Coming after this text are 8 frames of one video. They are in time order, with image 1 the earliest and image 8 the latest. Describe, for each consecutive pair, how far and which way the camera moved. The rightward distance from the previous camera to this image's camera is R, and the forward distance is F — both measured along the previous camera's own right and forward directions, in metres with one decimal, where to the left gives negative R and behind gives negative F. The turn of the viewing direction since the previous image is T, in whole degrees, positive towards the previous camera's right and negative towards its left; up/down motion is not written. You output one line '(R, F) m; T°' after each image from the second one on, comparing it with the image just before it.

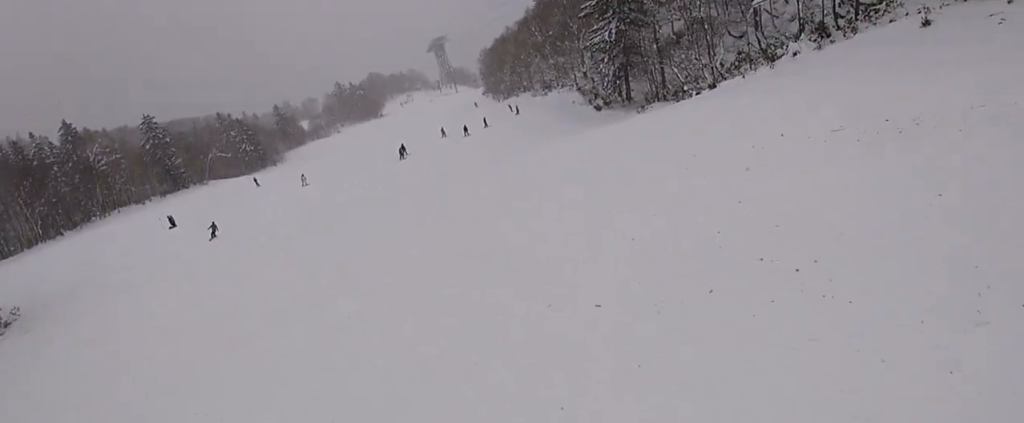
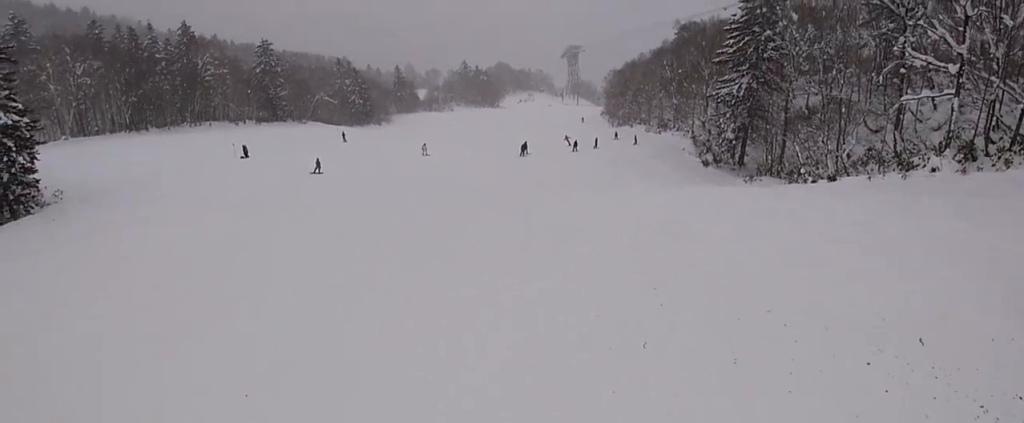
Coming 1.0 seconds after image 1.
(0.0, +4.9) m; -15°
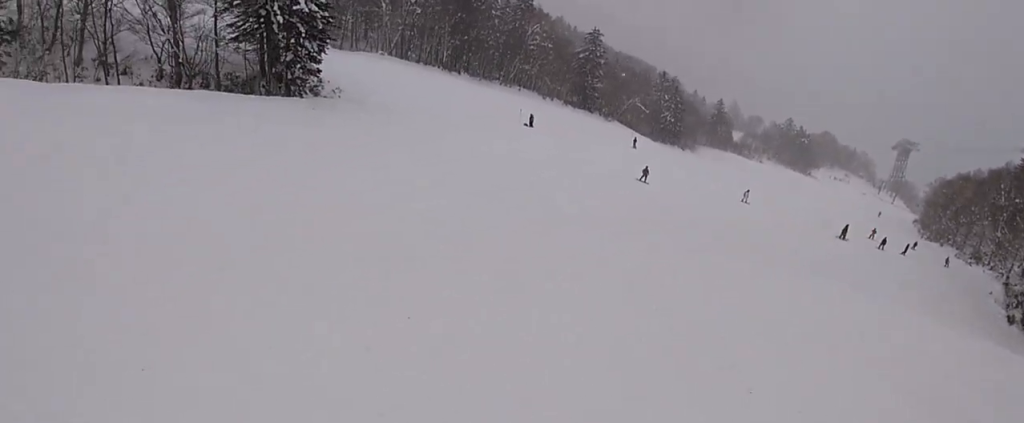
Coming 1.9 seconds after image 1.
(-1.2, +4.6) m; -16°
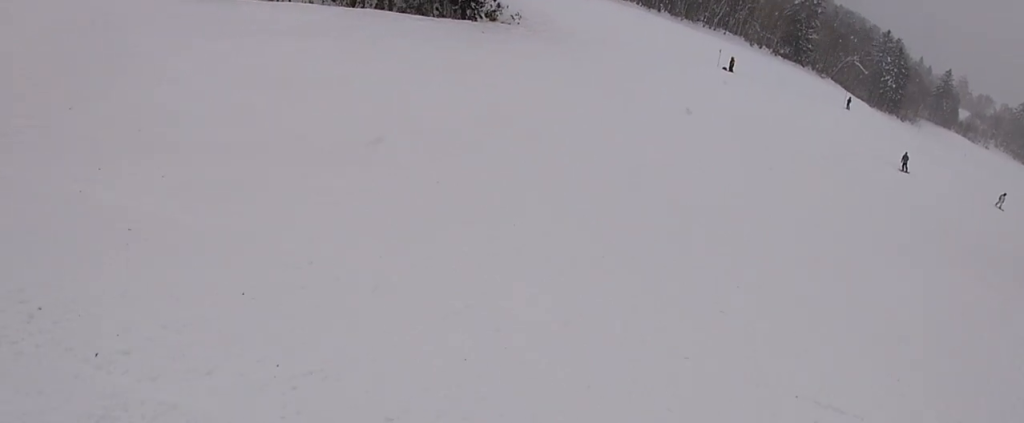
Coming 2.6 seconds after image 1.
(-0.1, +3.8) m; -1°
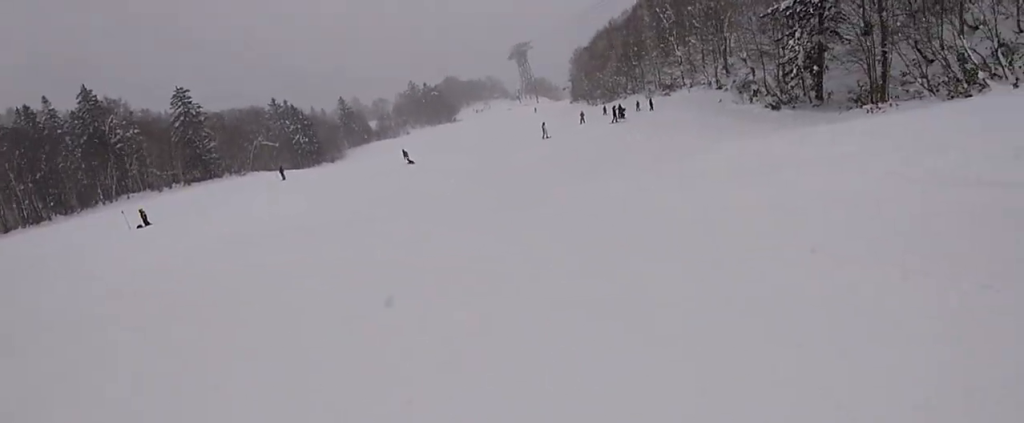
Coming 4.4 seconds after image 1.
(+1.6, +10.0) m; +15°
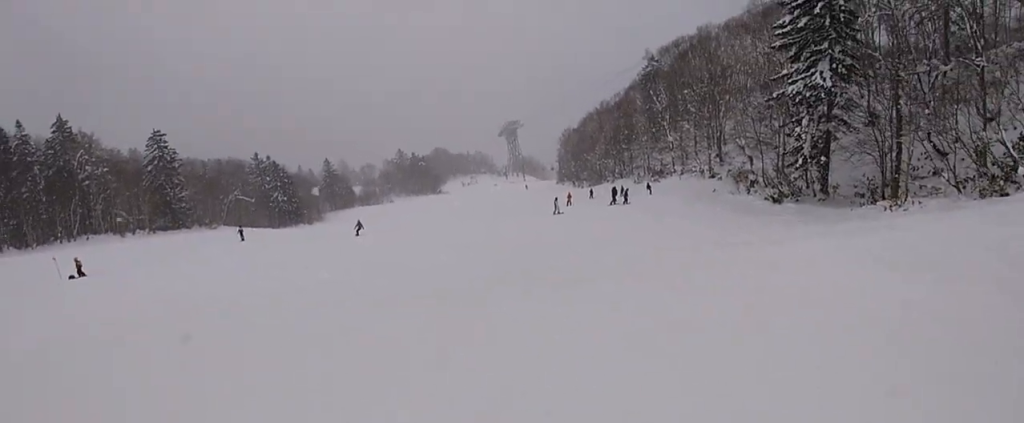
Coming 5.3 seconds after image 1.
(0.0, +5.6) m; -2°
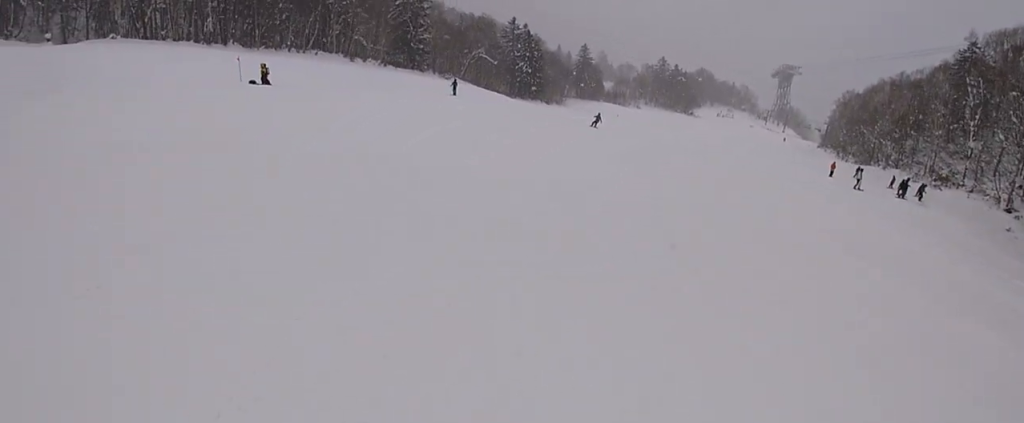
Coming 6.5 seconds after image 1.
(-0.2, +8.3) m; -10°
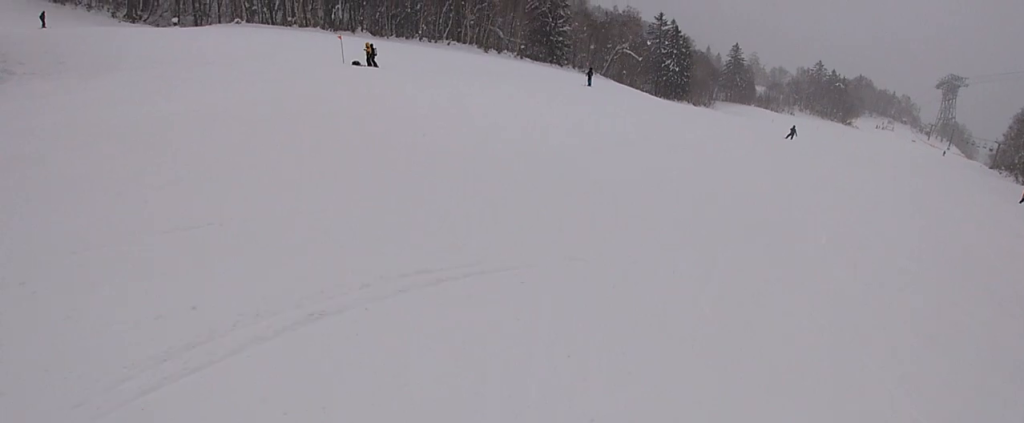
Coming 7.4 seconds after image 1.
(-0.9, +6.0) m; -4°
